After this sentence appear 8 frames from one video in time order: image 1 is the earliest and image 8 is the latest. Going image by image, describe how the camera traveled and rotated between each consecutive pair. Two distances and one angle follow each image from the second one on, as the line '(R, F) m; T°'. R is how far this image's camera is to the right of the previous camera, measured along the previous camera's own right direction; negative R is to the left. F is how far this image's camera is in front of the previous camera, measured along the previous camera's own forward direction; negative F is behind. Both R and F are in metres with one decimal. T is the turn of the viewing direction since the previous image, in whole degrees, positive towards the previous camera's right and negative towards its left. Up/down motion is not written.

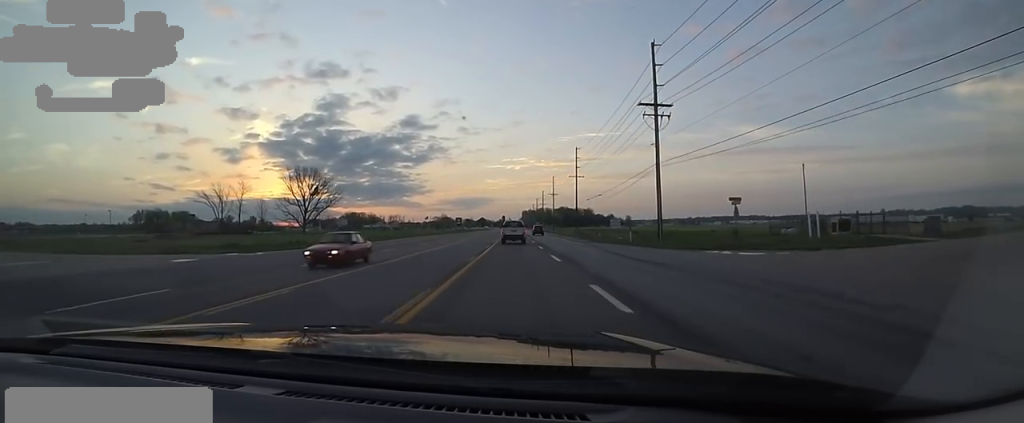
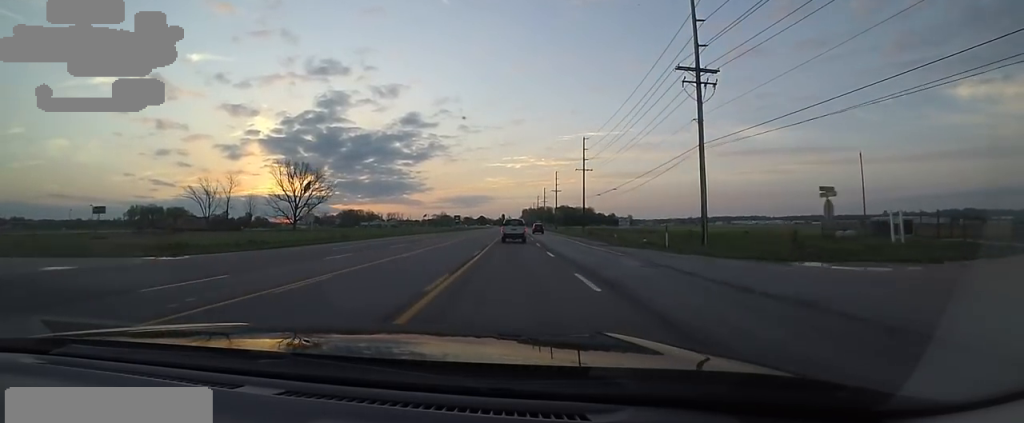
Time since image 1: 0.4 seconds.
(0.0, +9.2) m; 0°
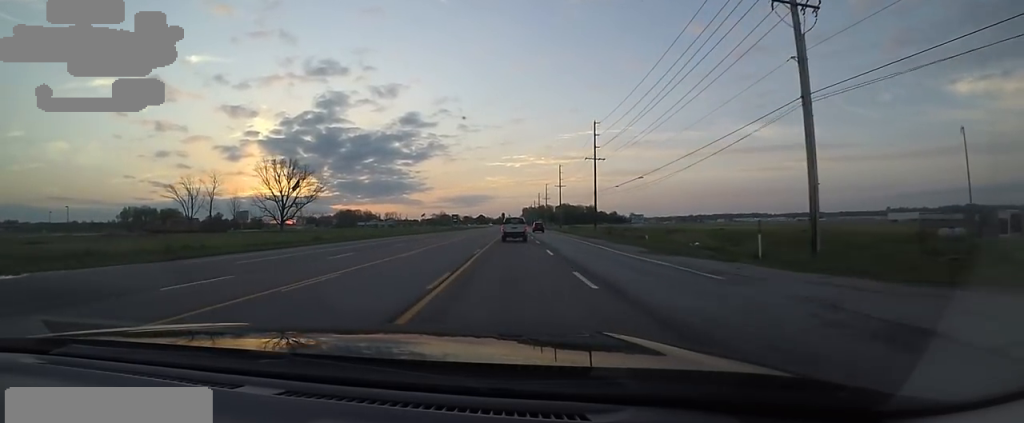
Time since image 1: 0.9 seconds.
(0.0, +11.5) m; 0°
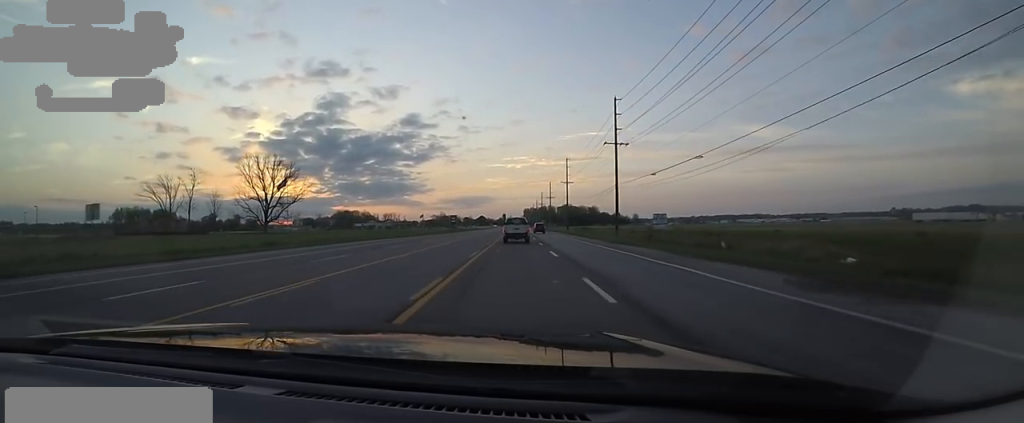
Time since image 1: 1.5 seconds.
(+0.1, +13.7) m; 0°
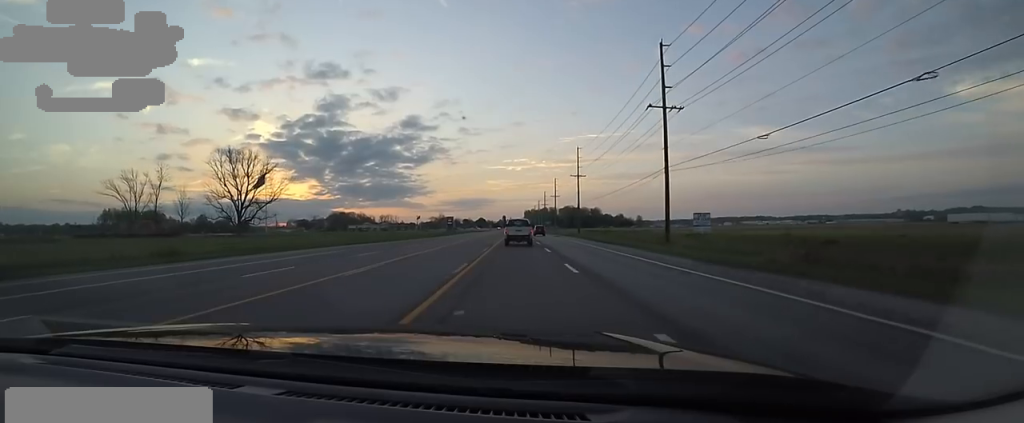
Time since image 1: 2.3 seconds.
(0.0, +18.3) m; 0°
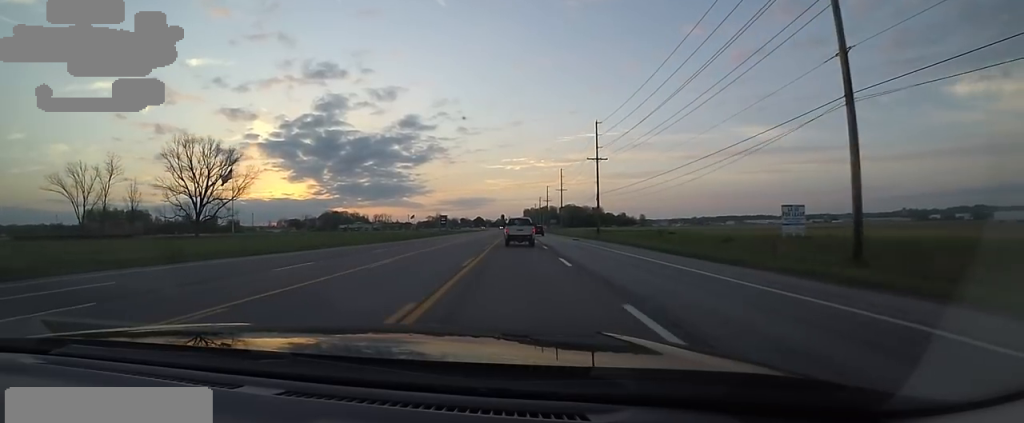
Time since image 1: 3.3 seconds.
(-0.1, +22.1) m; -2°
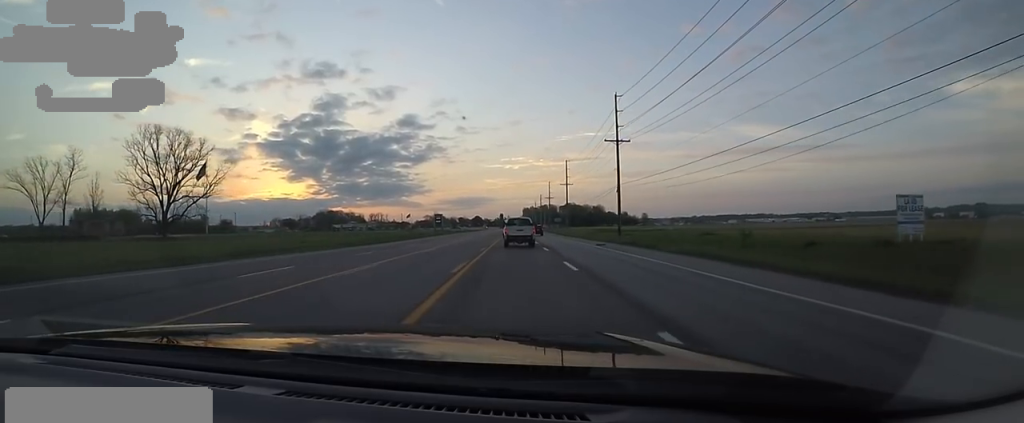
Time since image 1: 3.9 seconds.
(-0.1, +14.5) m; -2°
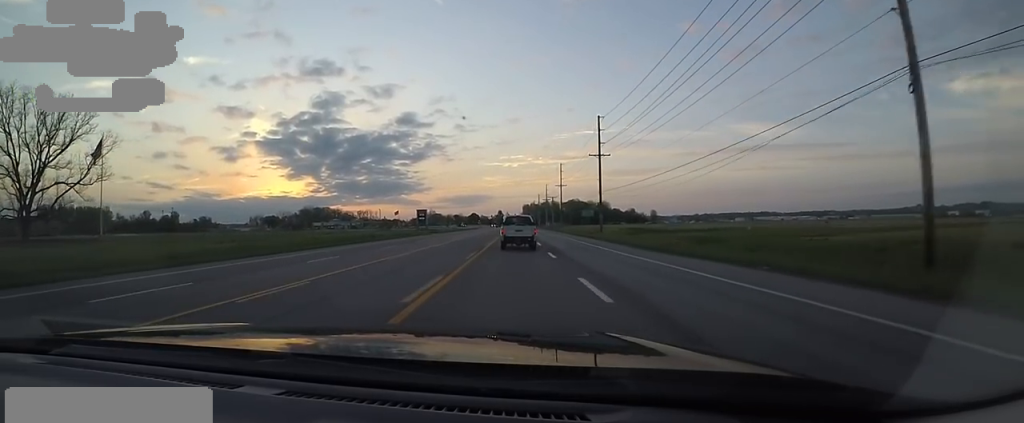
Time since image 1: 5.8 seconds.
(+0.7, +43.6) m; +4°
